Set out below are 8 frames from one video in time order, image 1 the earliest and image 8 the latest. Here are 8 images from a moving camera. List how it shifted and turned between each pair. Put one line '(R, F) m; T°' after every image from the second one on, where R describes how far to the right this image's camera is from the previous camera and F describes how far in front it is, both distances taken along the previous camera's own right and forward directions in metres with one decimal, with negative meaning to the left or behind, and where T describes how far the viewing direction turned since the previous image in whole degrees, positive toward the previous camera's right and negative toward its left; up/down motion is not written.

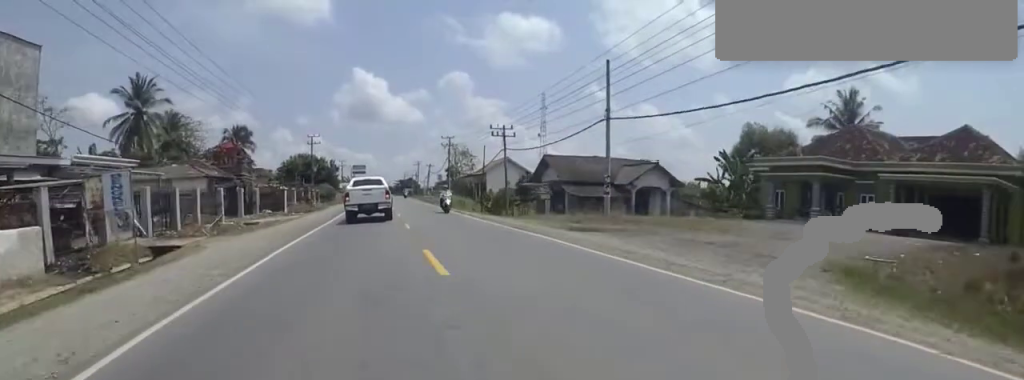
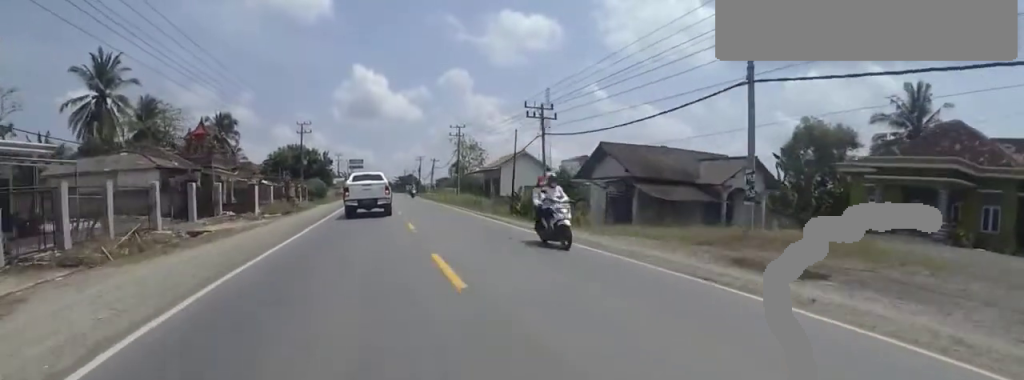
(-0.4, +9.0) m; 0°
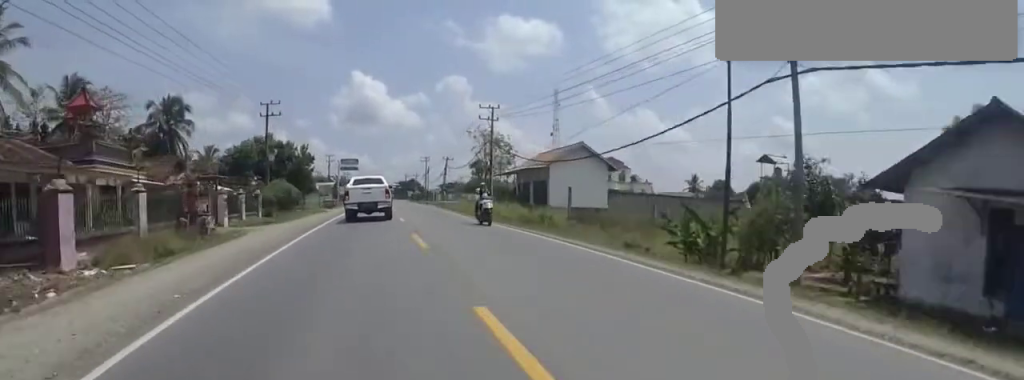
(+0.3, +19.0) m; 0°
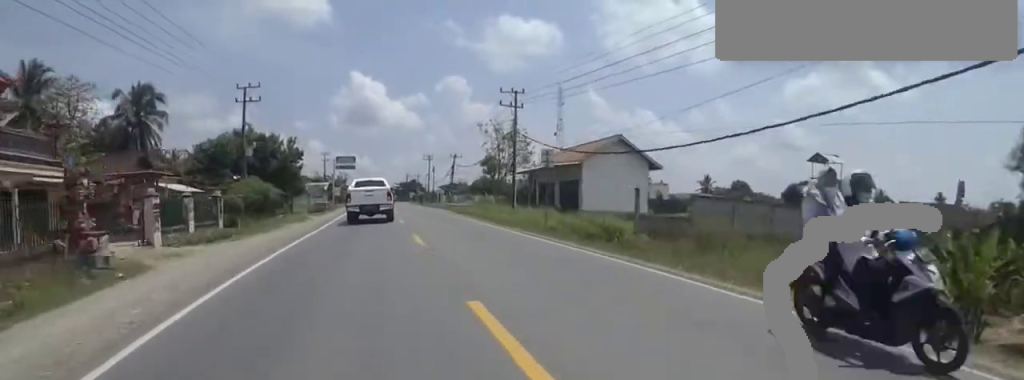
(0.0, +7.6) m; 0°
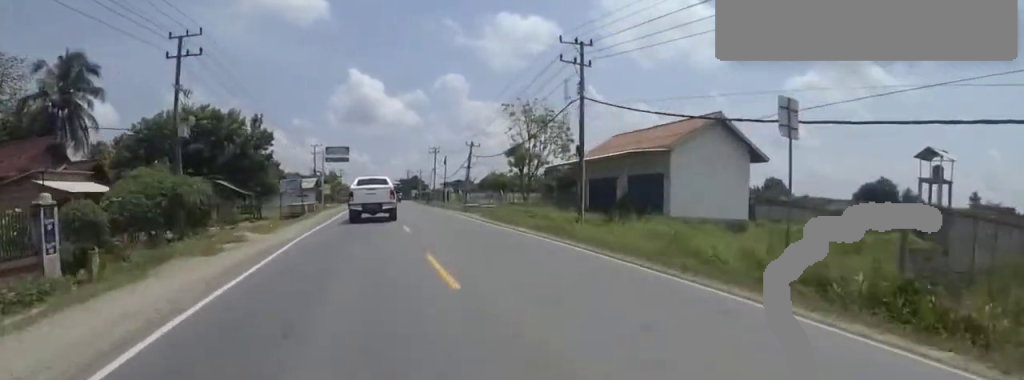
(-0.8, +12.4) m; -1°
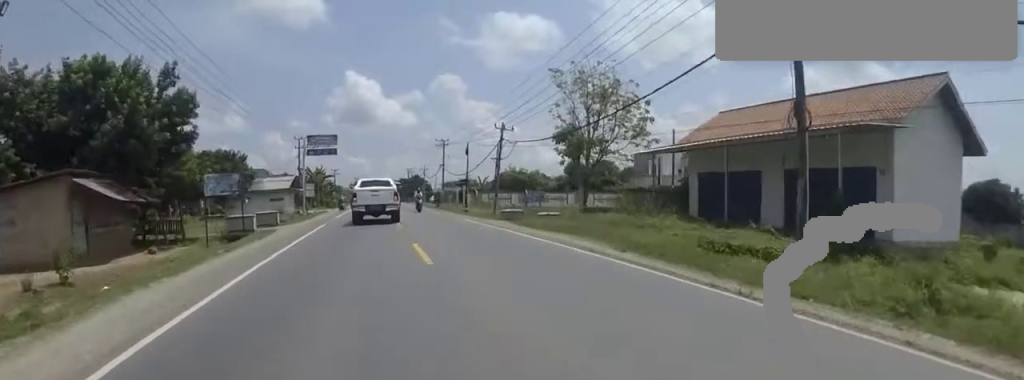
(+0.7, +14.3) m; 0°
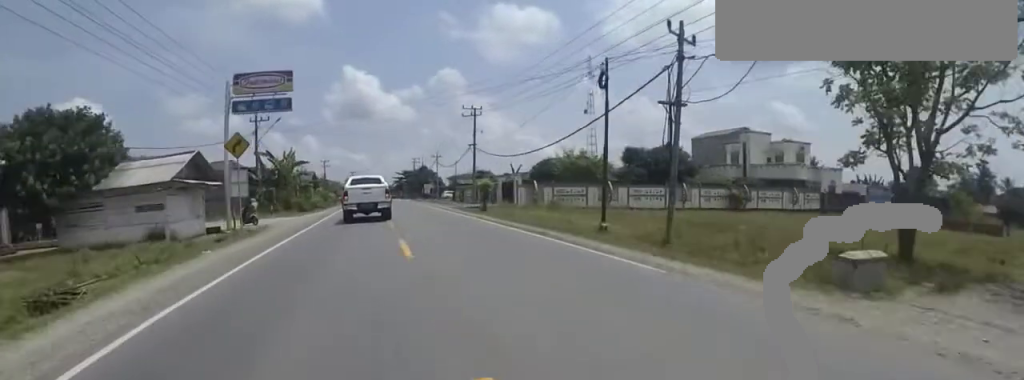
(+0.7, +23.8) m; +5°
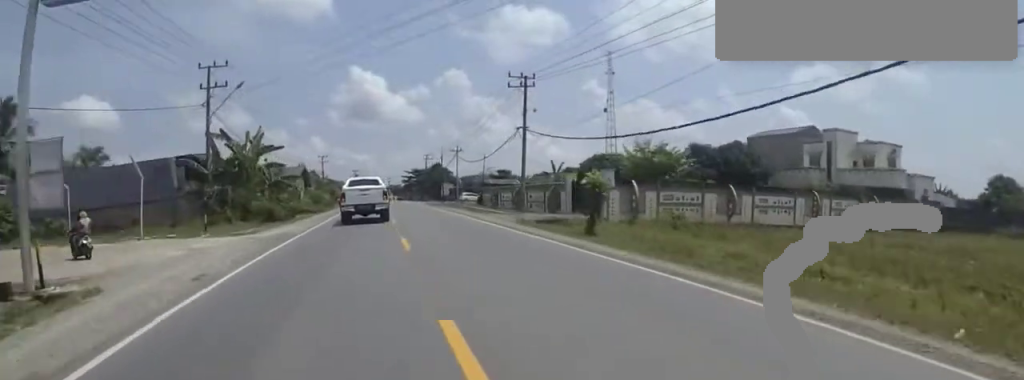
(+0.4, +14.7) m; -3°
